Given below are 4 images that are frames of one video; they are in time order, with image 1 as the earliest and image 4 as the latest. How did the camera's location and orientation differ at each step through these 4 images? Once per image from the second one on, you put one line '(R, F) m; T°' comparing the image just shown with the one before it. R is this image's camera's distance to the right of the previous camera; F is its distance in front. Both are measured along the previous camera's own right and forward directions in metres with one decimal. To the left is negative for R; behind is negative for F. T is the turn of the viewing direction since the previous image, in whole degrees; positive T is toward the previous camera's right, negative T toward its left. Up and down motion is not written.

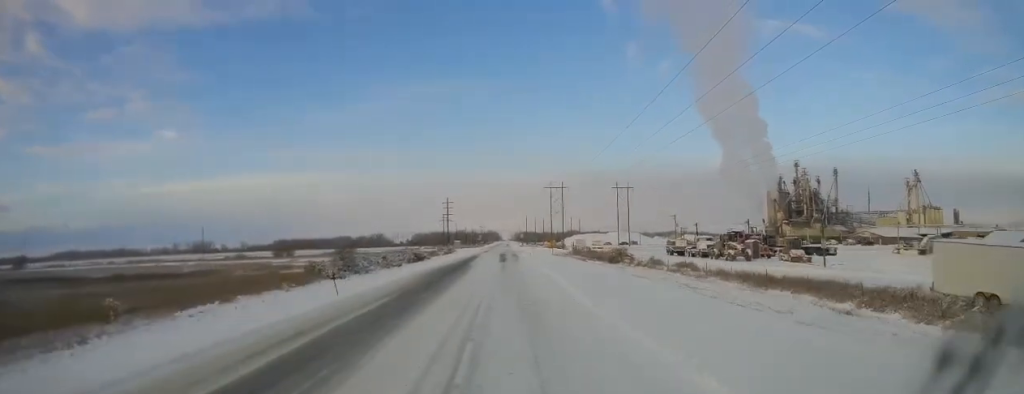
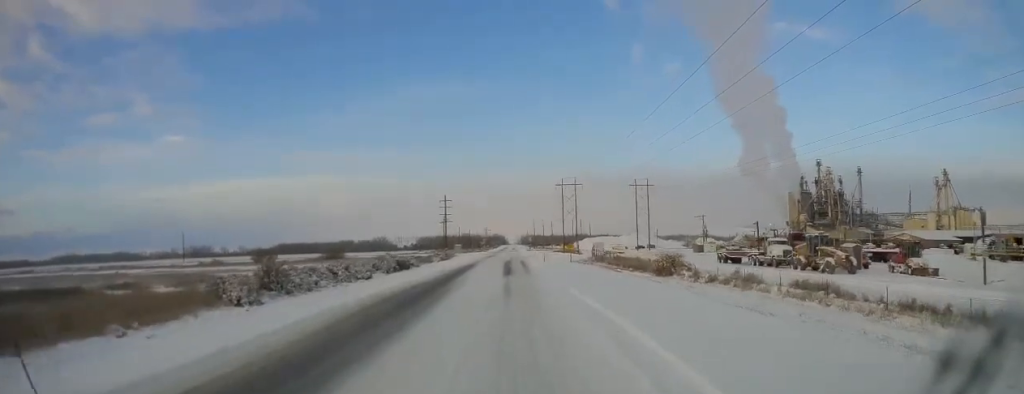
(0.0, +20.5) m; 0°
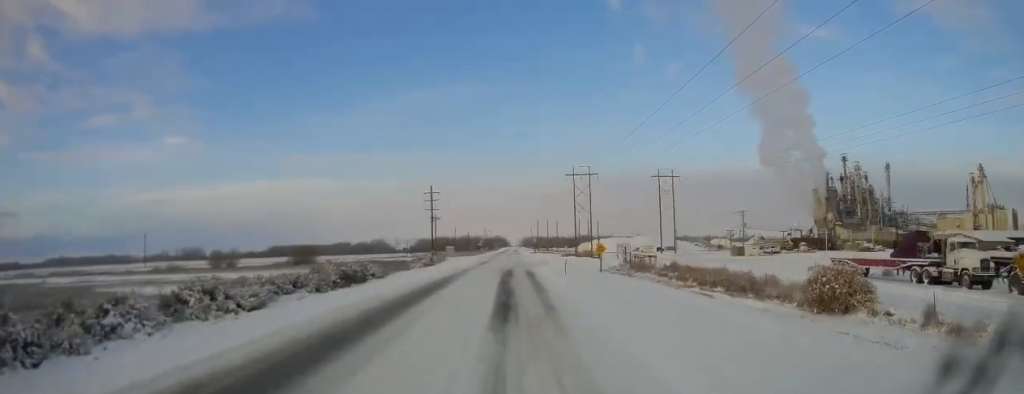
(0.0, +26.8) m; 0°
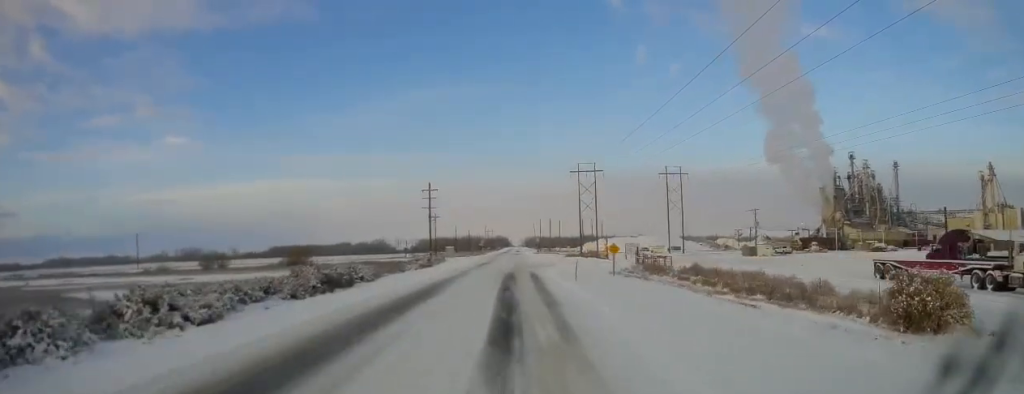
(0.0, +5.9) m; 0°
